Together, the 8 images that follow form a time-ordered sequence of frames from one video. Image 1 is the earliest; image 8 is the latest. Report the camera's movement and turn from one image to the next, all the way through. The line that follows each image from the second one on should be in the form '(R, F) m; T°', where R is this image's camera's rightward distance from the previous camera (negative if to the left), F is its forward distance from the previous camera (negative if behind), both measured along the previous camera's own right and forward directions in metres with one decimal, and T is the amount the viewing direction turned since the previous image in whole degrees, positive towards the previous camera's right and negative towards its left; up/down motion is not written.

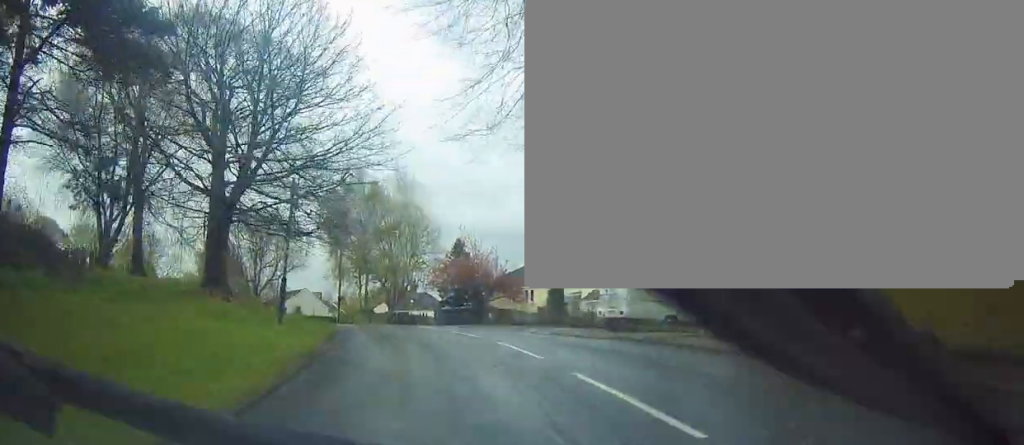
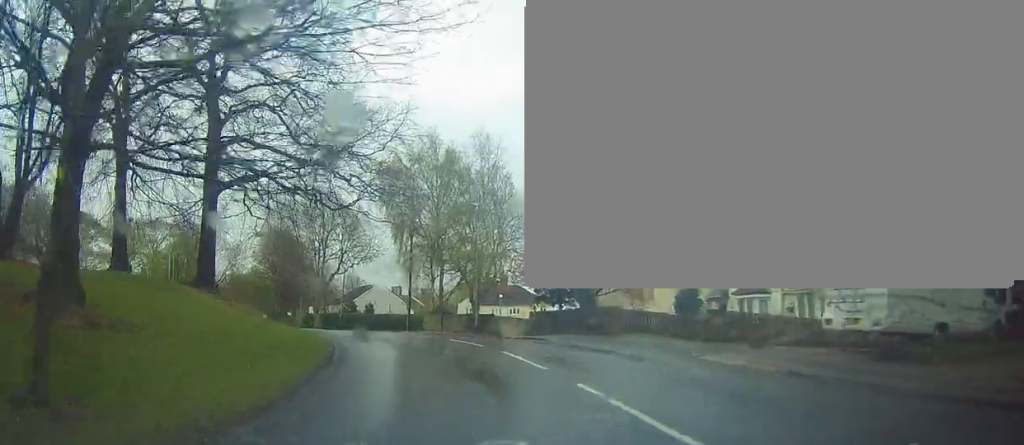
(-0.5, +12.1) m; -7°
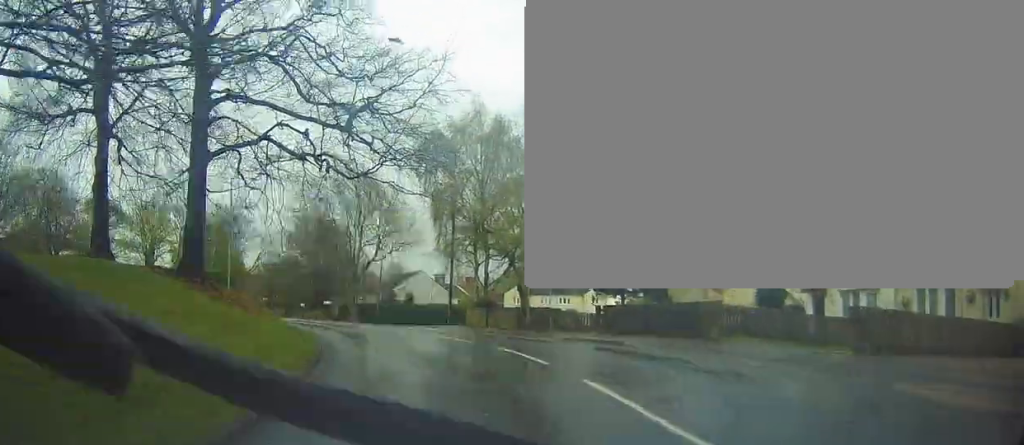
(-0.4, +5.8) m; -7°
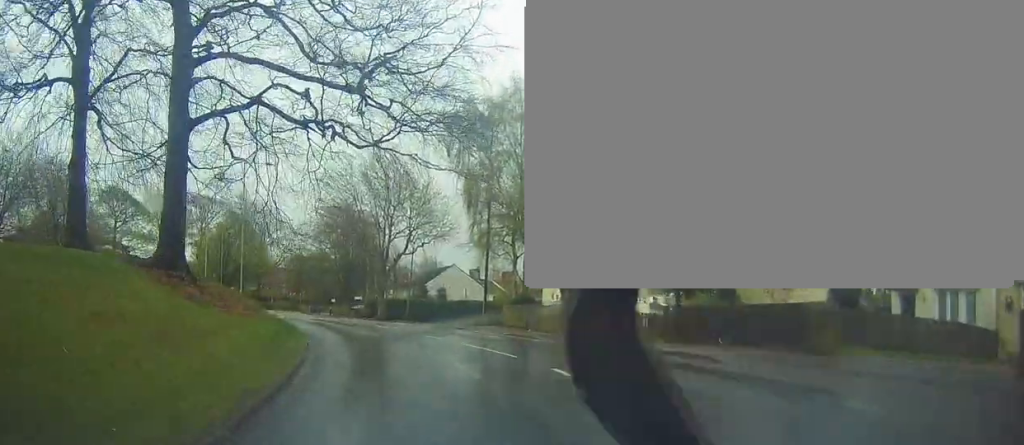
(-0.2, +4.3) m; -5°
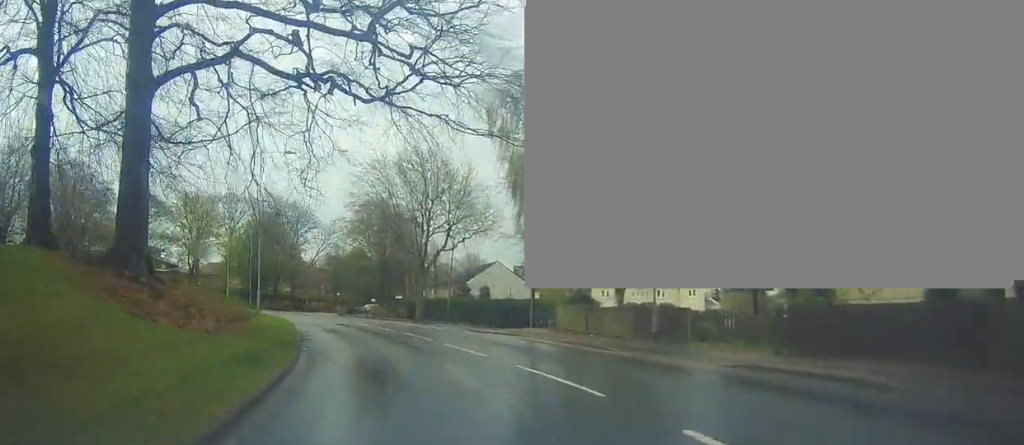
(-0.1, +4.7) m; -5°
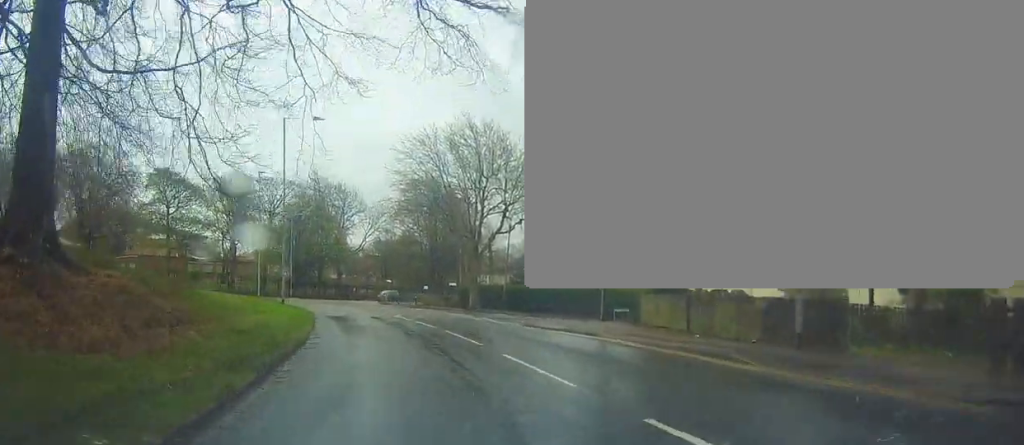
(-0.4, +5.7) m; -4°
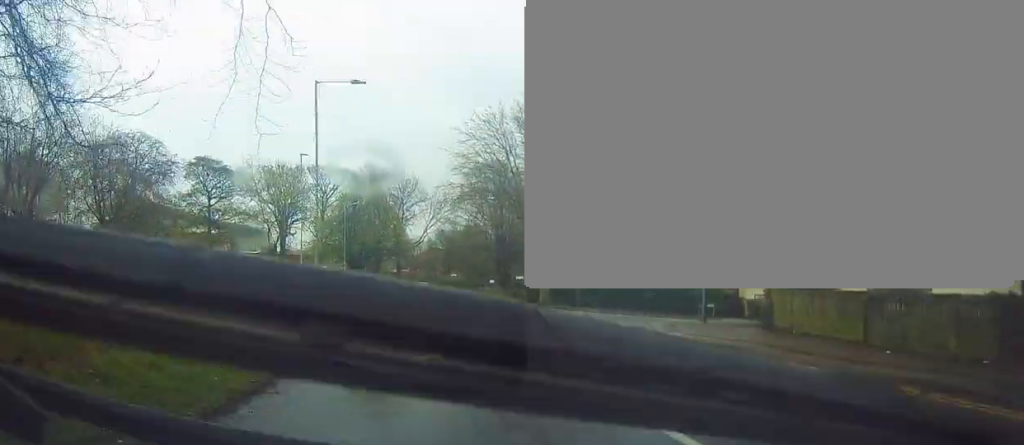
(0.0, +6.2) m; 0°
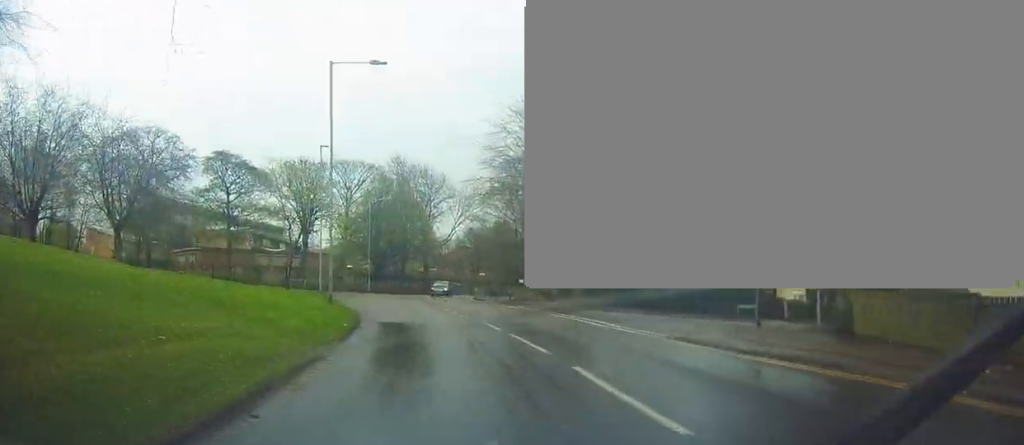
(0.0, +2.7) m; -1°
